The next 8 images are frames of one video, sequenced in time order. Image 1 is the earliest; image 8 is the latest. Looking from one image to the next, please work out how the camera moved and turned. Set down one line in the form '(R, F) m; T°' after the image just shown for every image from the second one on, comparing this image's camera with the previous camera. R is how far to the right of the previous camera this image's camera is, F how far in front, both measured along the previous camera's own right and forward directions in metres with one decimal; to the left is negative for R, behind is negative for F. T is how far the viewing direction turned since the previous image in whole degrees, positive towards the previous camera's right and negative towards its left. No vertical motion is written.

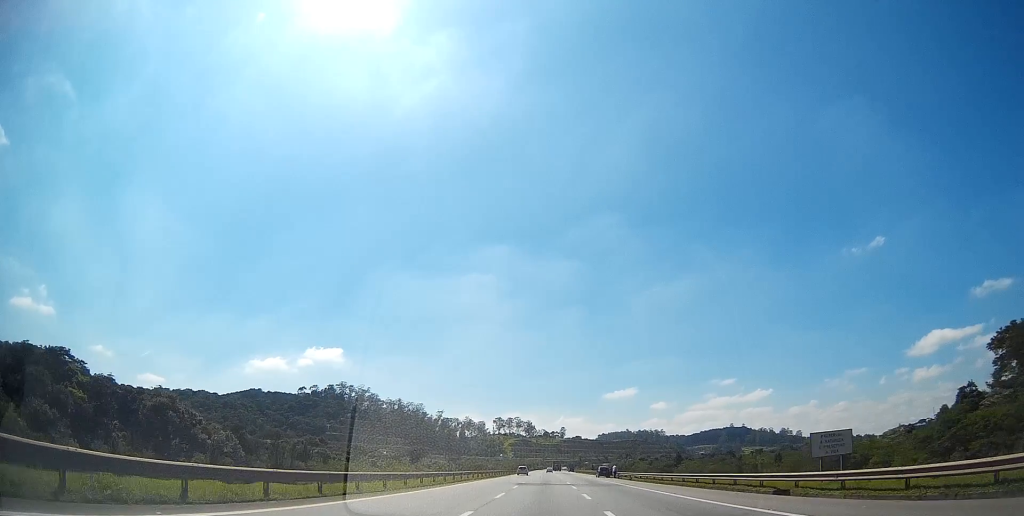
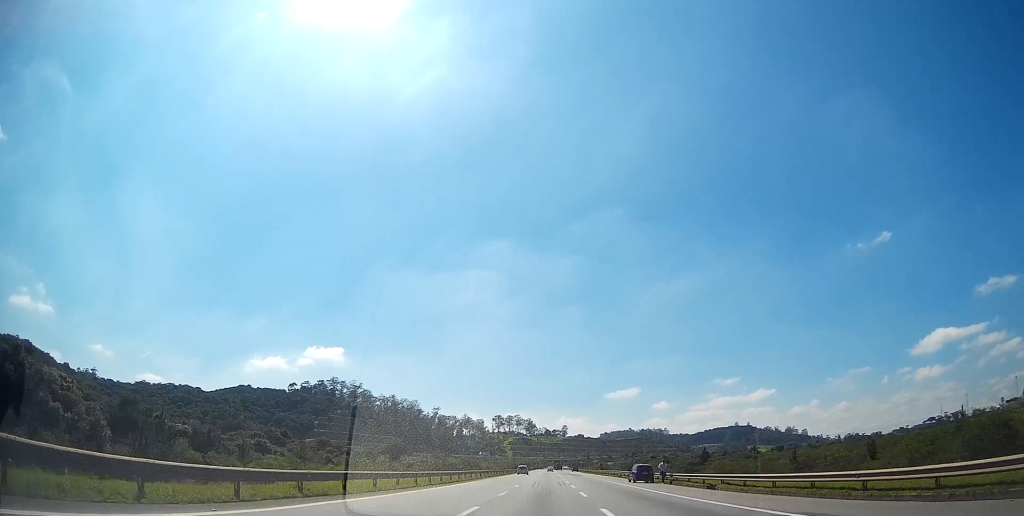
(-0.3, +31.9) m; 0°
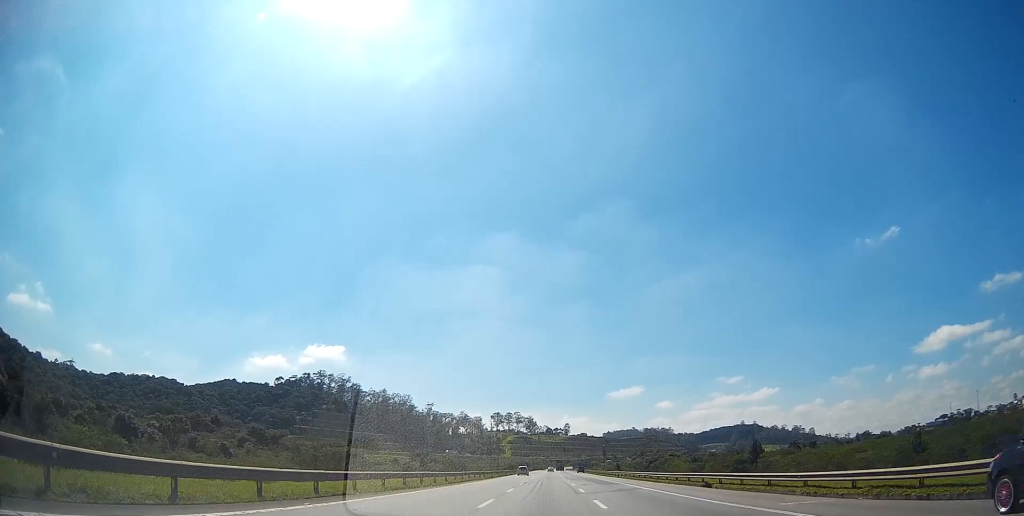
(0.0, +38.7) m; 0°
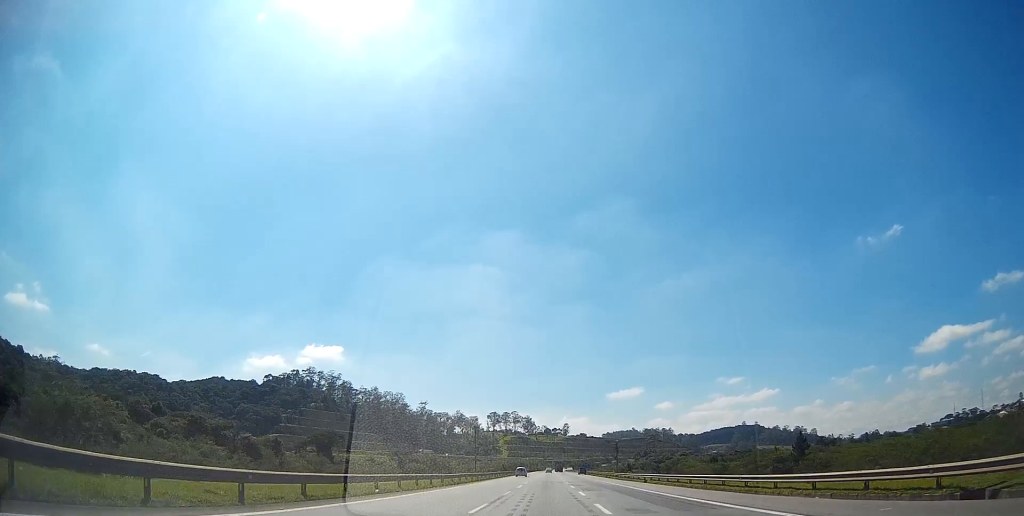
(+0.1, +20.2) m; 0°
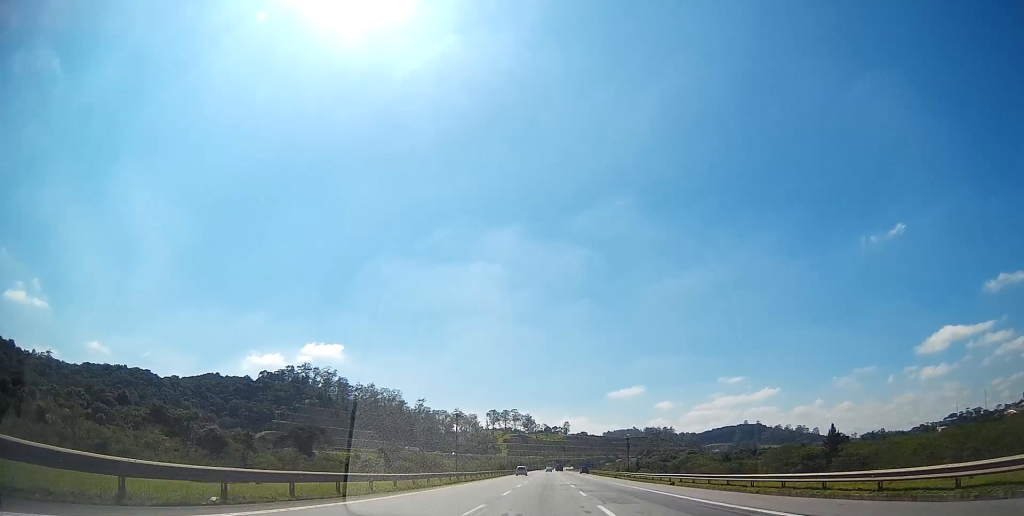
(0.0, +10.5) m; 0°
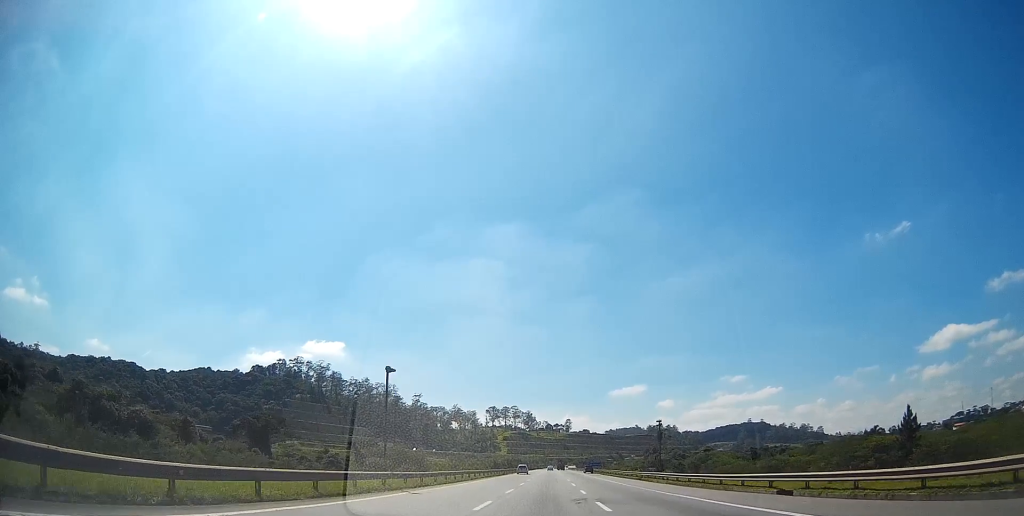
(0.0, +19.0) m; 0°
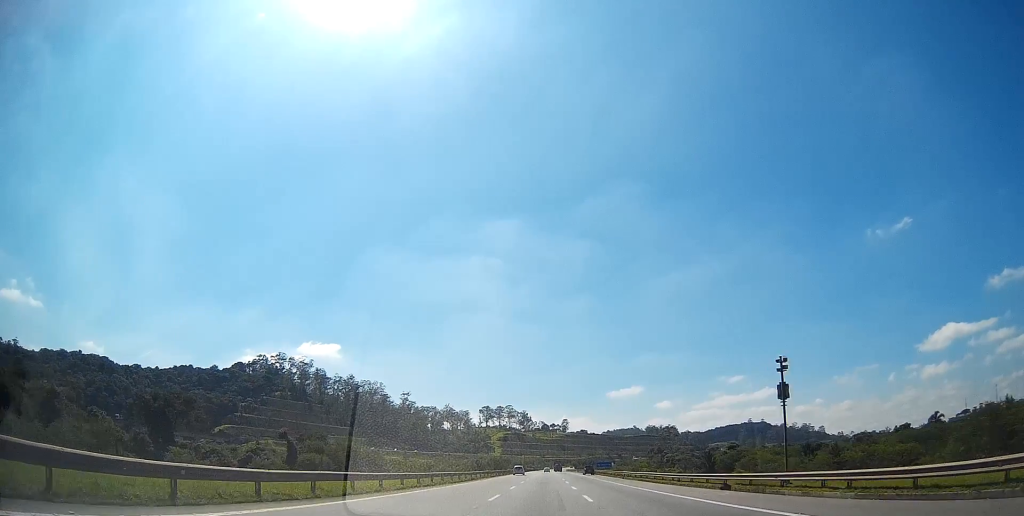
(-0.1, +29.5) m; 0°
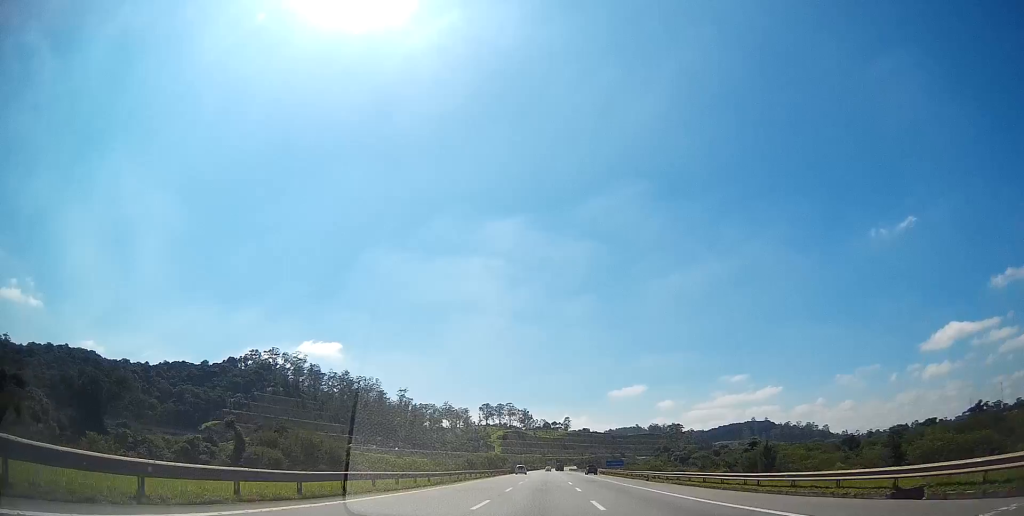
(0.0, +16.8) m; 0°
